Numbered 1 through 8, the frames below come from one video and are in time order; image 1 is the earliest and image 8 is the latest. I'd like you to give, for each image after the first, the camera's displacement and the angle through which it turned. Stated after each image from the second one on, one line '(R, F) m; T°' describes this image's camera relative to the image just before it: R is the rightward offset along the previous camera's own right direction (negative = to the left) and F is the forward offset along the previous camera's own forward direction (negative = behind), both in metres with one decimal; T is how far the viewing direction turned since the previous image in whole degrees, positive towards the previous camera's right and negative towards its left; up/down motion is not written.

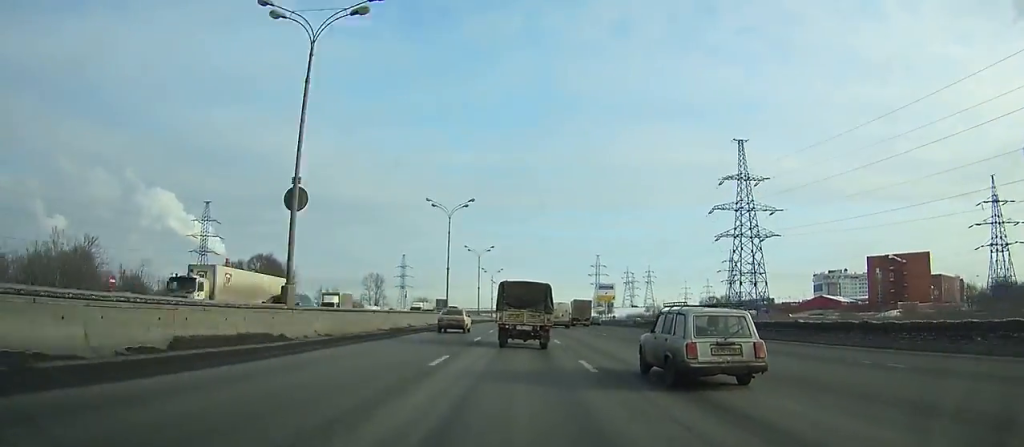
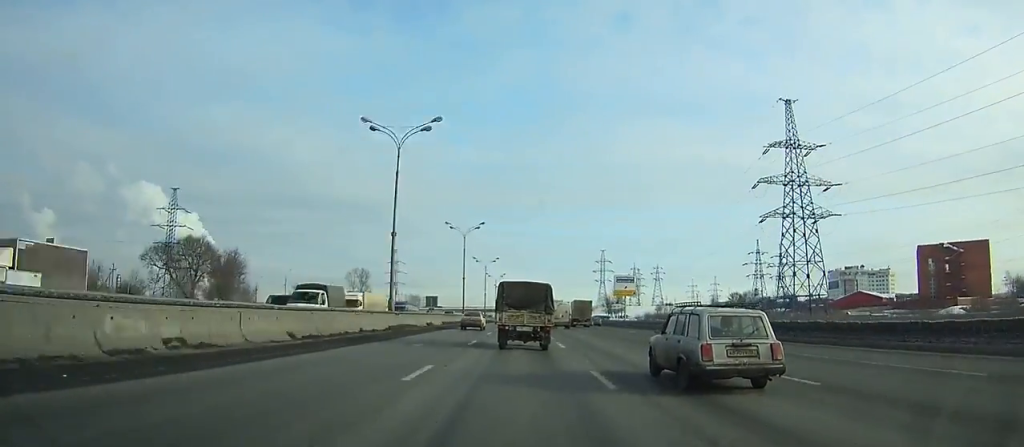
(0.0, +26.8) m; 0°
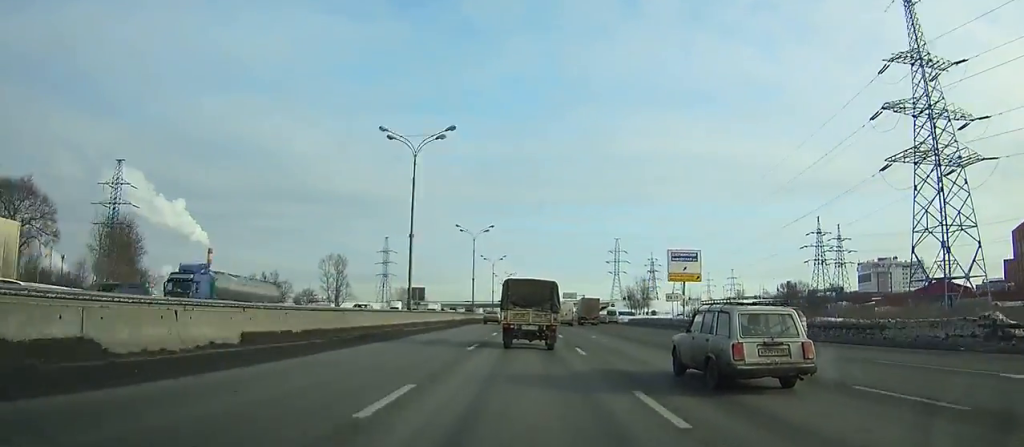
(0.0, +39.7) m; 0°
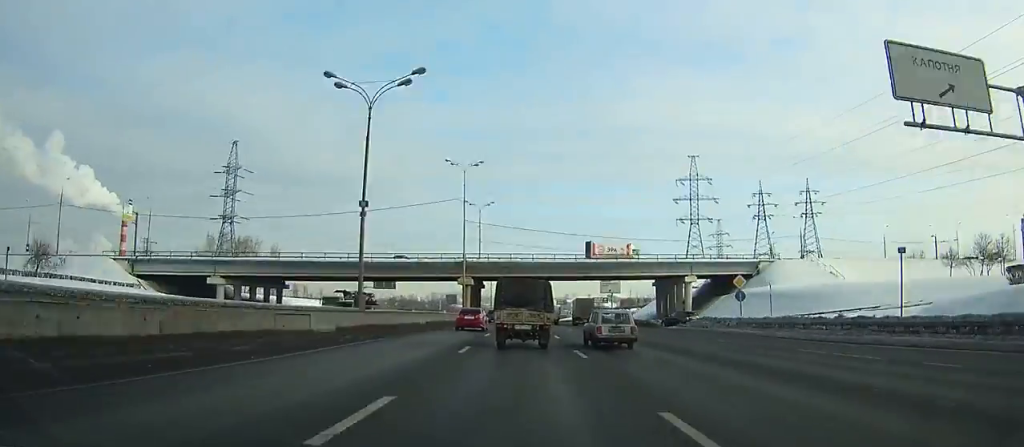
(+0.6, +180.2) m; 0°
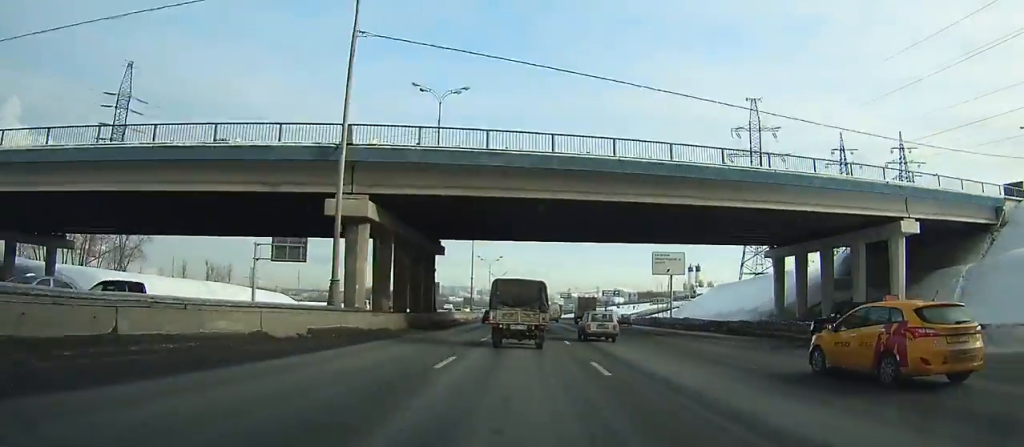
(0.0, +51.8) m; 0°
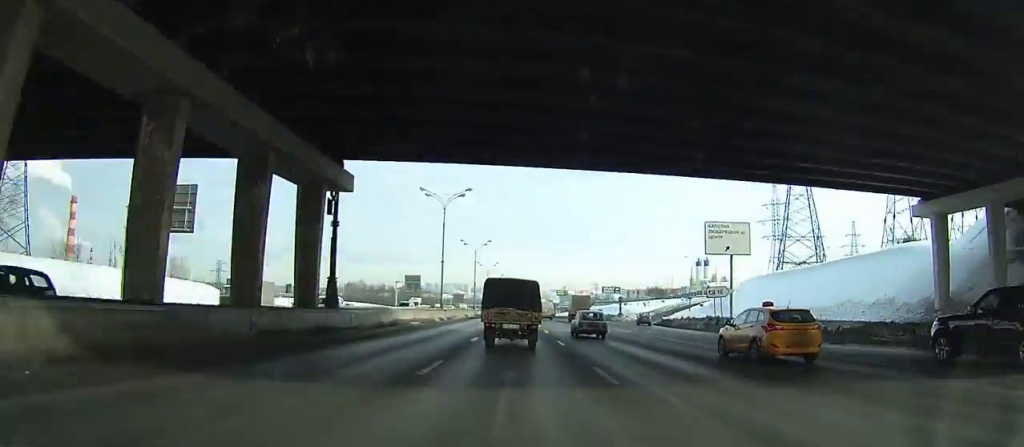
(0.0, +25.9) m; 0°
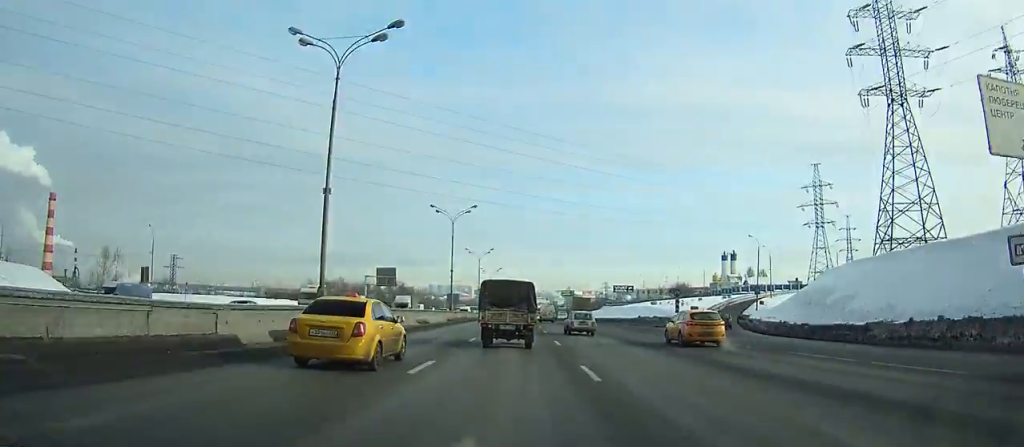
(-0.1, +35.1) m; 0°
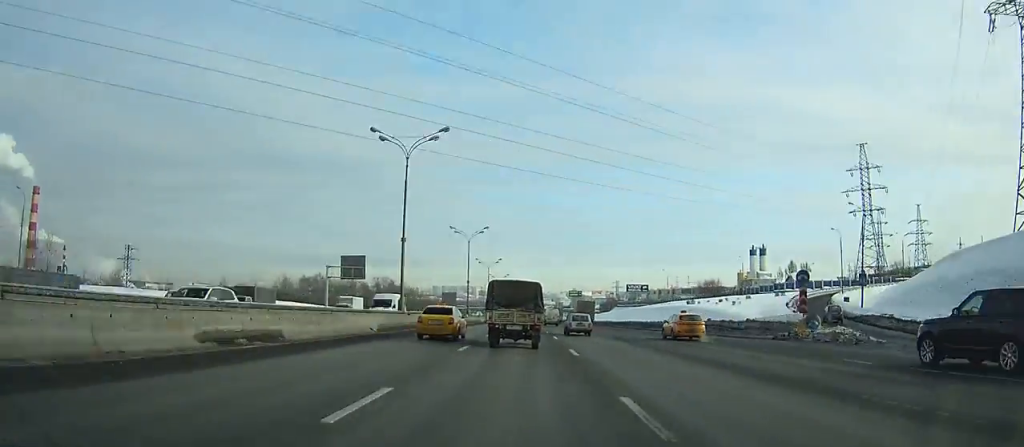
(0.0, +29.6) m; 0°
